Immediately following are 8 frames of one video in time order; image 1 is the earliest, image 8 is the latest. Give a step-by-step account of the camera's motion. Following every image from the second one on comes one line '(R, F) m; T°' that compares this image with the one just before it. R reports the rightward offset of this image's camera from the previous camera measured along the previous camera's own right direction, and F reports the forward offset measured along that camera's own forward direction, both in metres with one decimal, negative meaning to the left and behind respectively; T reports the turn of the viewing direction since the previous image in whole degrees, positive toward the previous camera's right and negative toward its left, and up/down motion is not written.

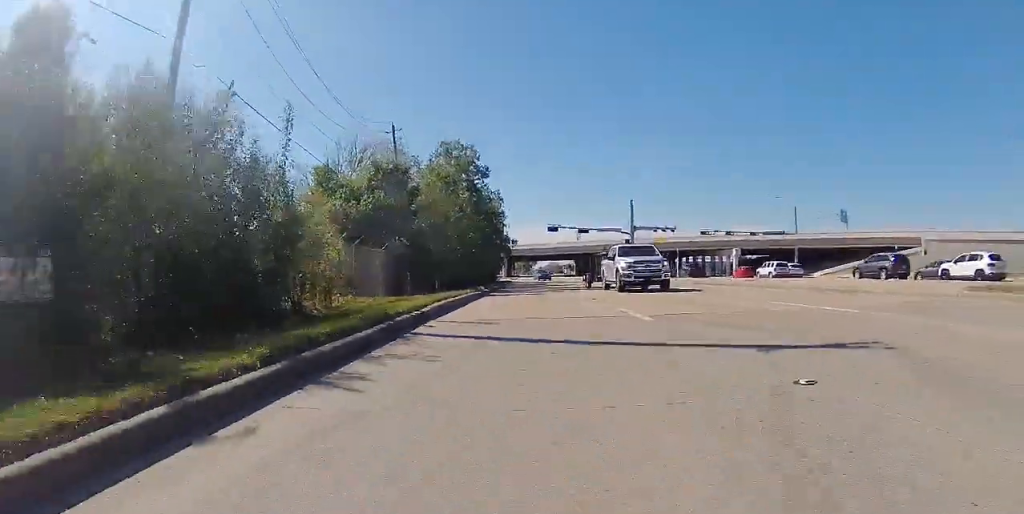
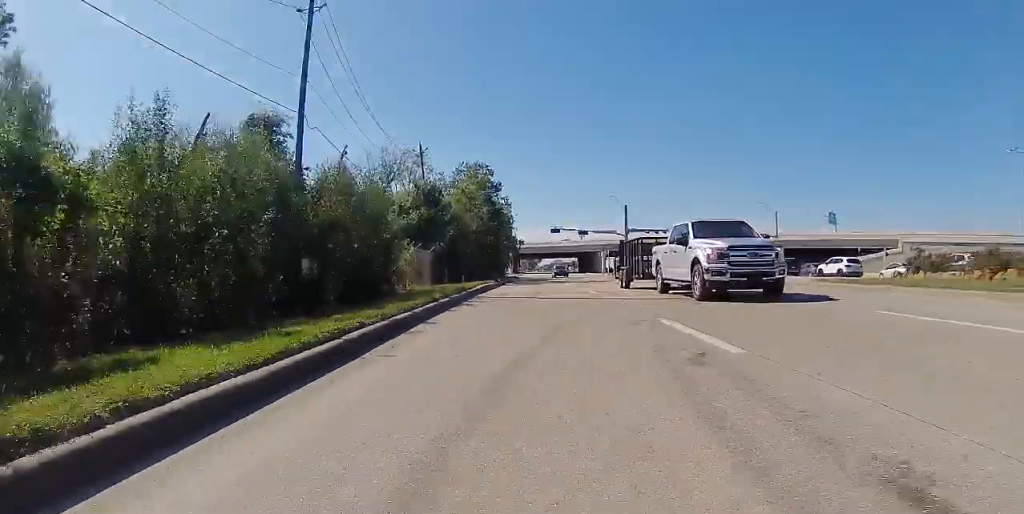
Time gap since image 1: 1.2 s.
(0.0, +8.5) m; 0°
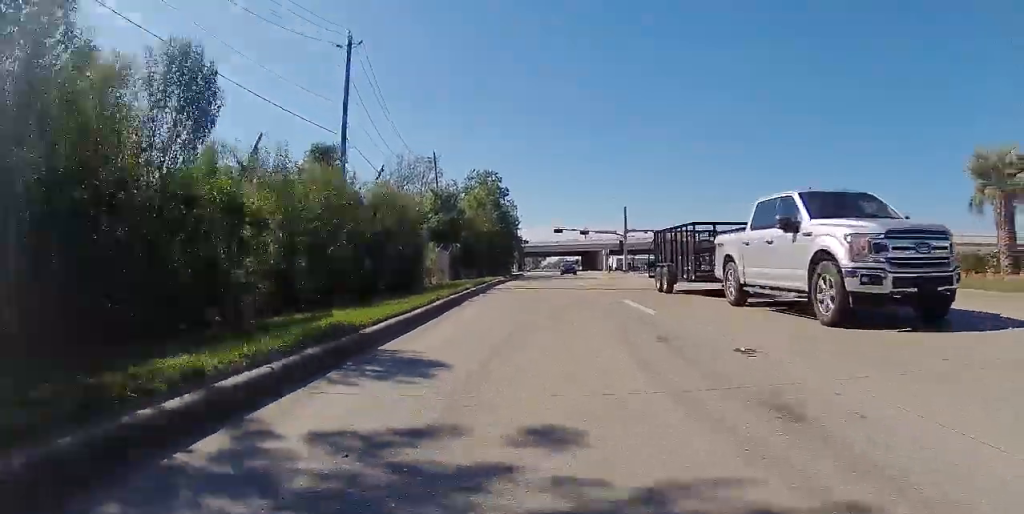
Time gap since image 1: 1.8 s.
(0.0, +4.5) m; 0°
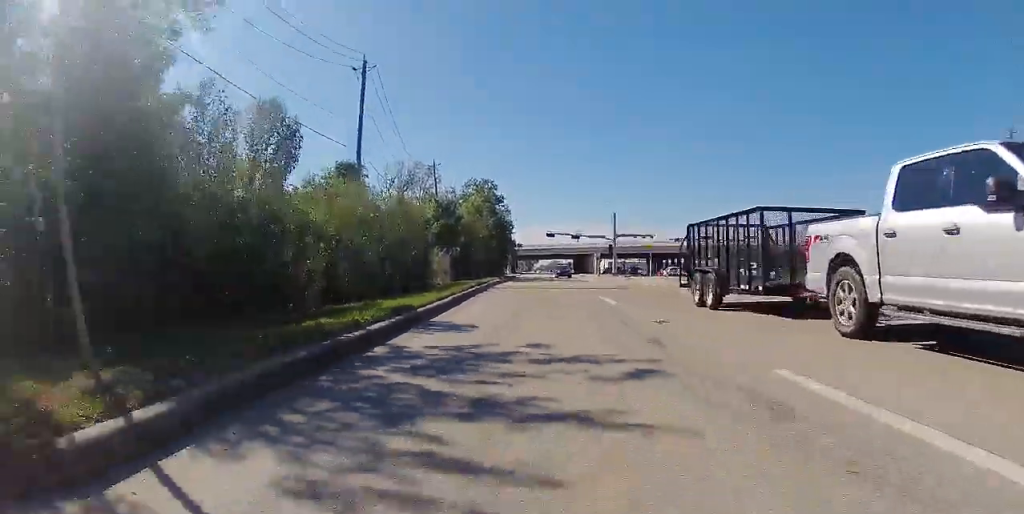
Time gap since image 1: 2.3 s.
(0.0, +3.3) m; 0°
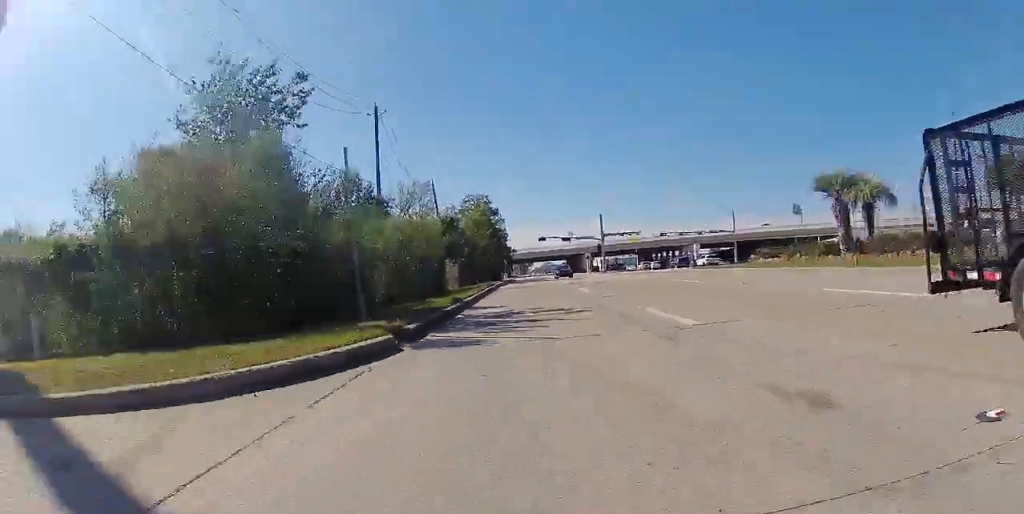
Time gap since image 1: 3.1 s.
(0.0, +6.2) m; 0°
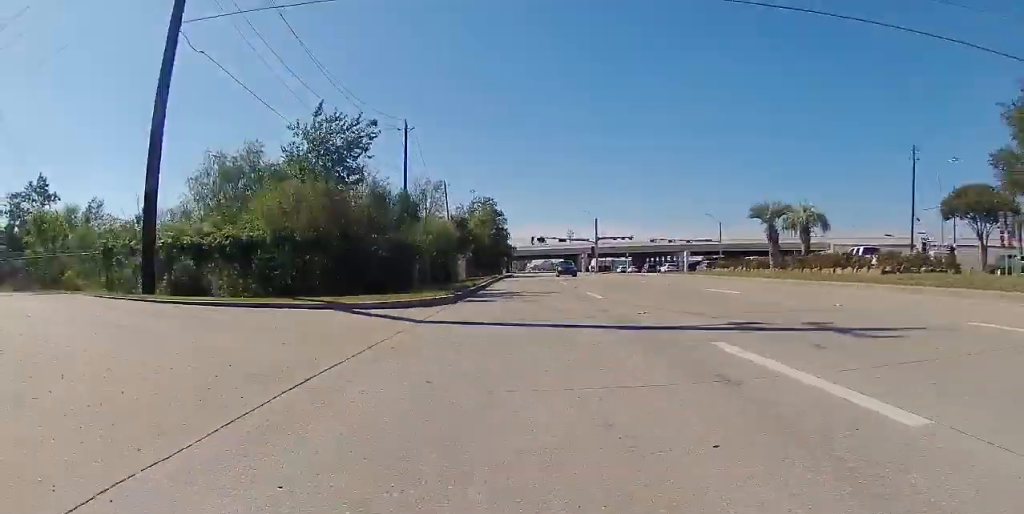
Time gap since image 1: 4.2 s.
(0.0, +7.6) m; -1°
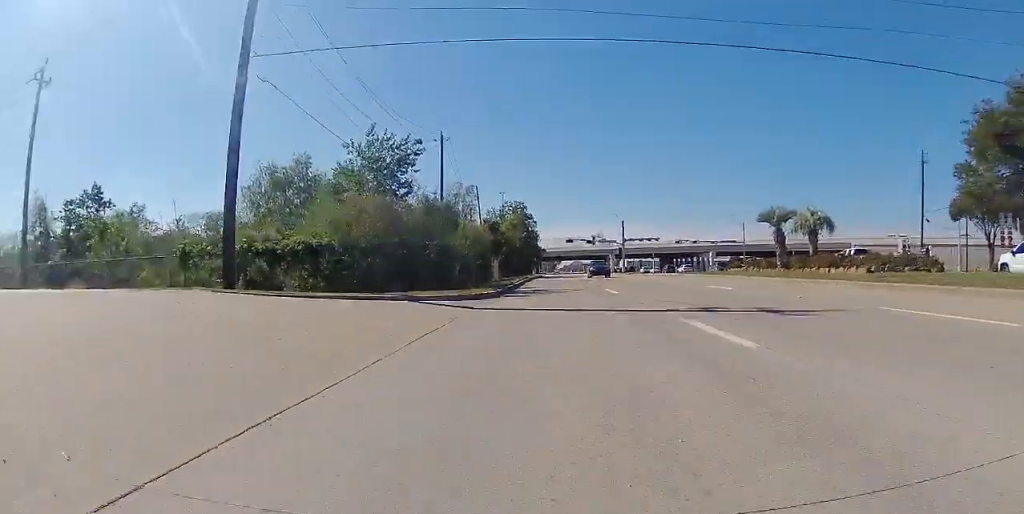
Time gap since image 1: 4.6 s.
(0.0, +3.3) m; -1°
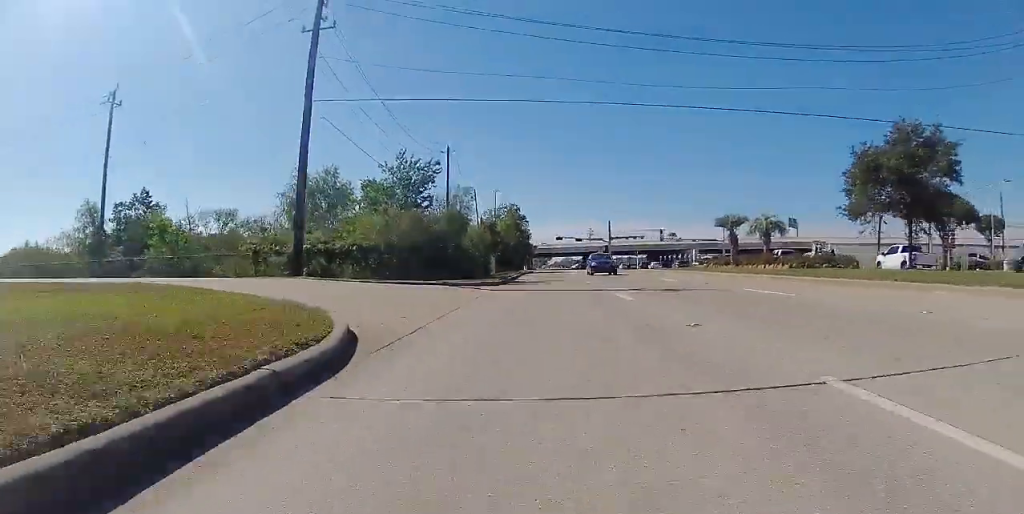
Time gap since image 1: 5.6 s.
(-0.2, +7.4) m; -2°
